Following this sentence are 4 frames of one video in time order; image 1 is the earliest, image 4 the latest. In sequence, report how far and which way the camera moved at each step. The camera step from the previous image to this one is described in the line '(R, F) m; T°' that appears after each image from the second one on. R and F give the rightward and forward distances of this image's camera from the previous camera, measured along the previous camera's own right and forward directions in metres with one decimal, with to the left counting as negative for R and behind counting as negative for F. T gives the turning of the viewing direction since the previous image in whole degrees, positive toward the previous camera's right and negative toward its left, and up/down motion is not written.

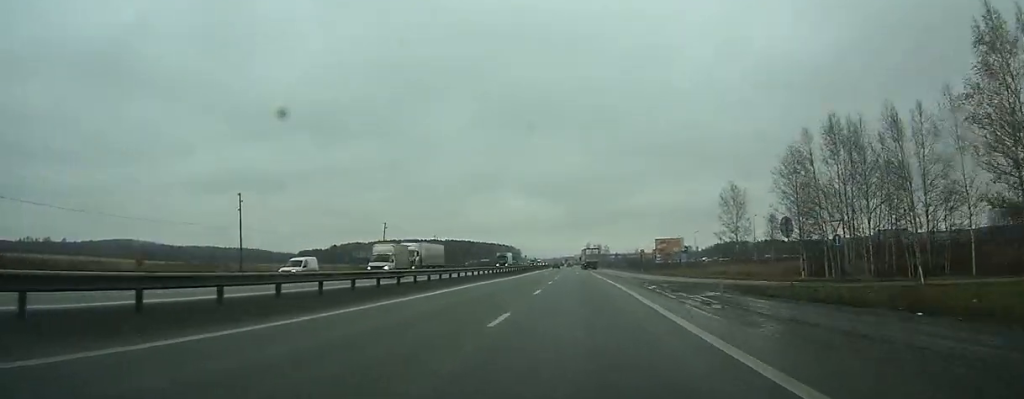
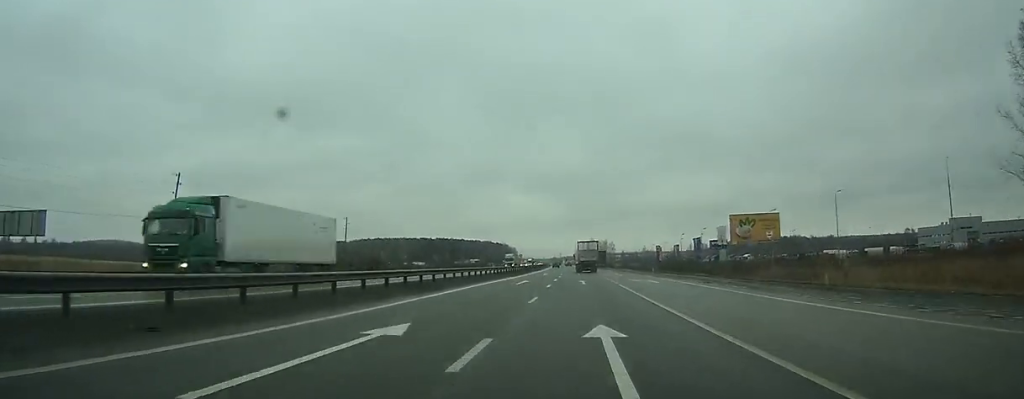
(-0.1, +64.1) m; 0°
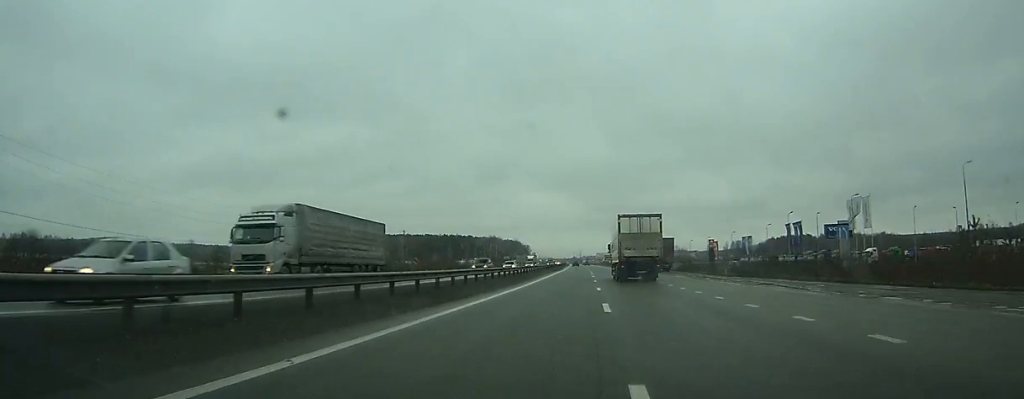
(-0.8, +73.1) m; -1°
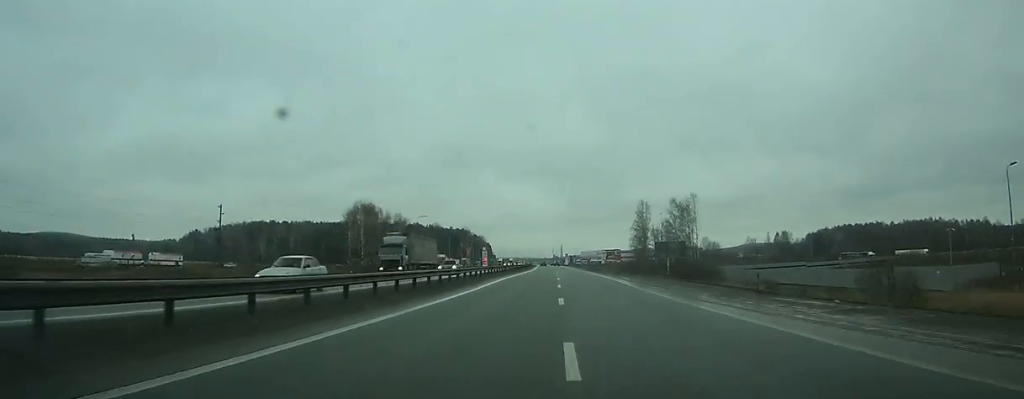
(+2.7, +174.1) m; +2°
